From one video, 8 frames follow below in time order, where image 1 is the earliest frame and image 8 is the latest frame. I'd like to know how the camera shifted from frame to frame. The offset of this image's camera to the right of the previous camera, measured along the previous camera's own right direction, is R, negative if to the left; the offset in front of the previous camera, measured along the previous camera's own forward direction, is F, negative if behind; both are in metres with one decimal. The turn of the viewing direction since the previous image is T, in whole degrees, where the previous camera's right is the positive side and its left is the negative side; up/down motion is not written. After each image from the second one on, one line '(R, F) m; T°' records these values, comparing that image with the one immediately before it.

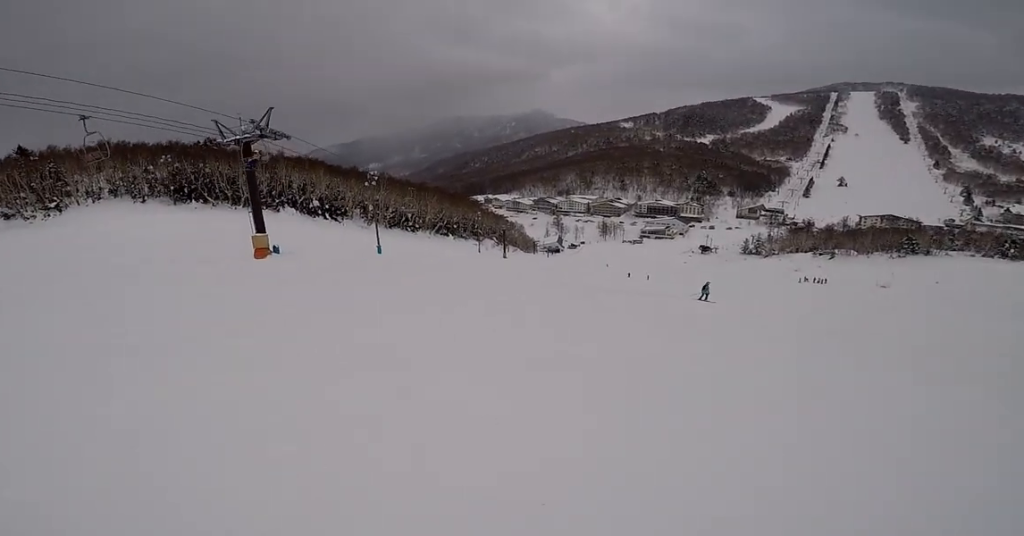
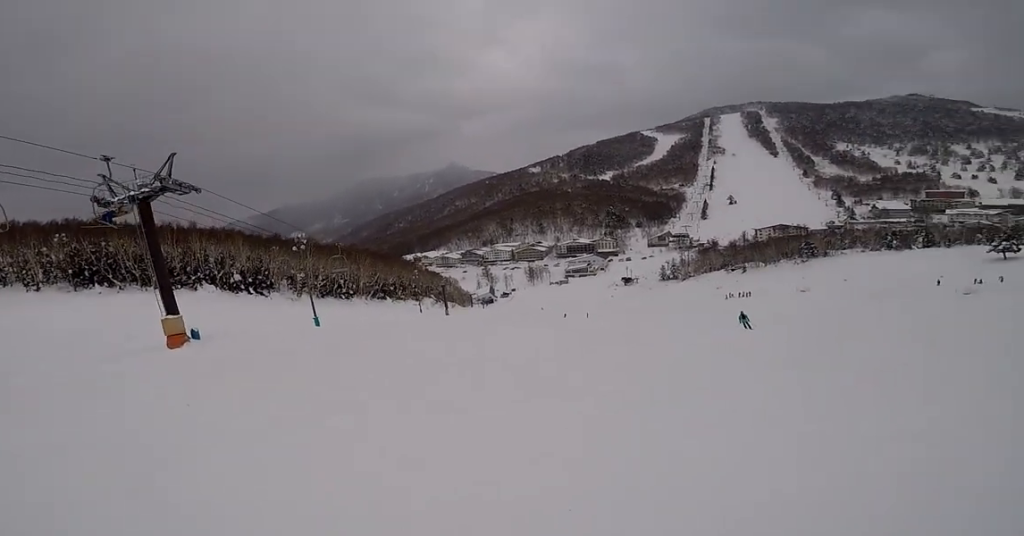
(+0.6, +4.2) m; +10°
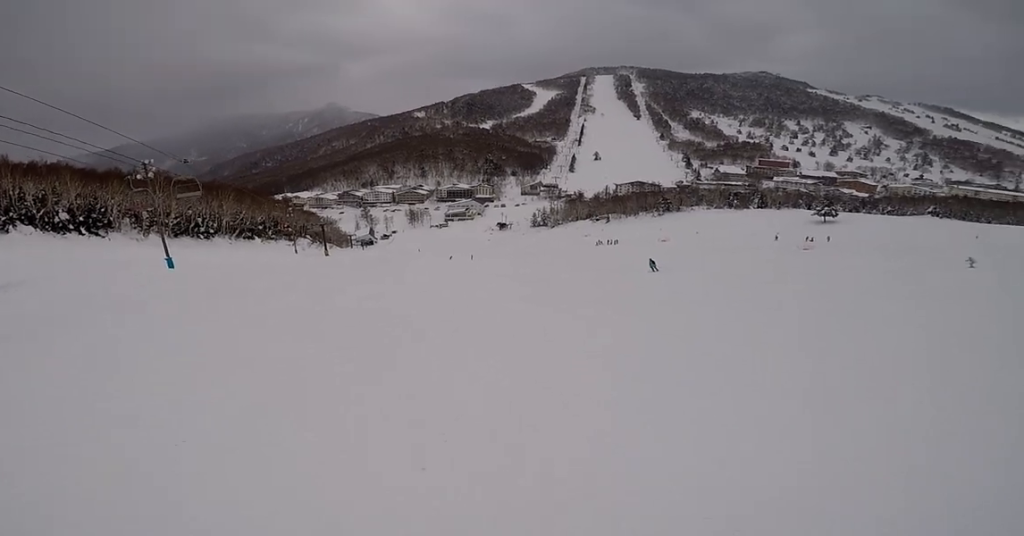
(+0.4, +4.3) m; +14°
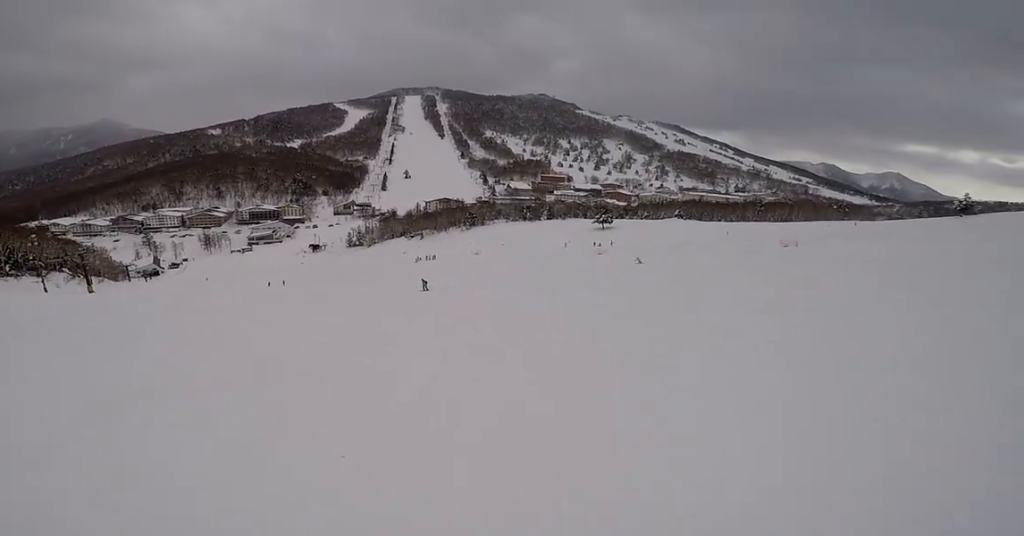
(+1.4, +6.5) m; +20°
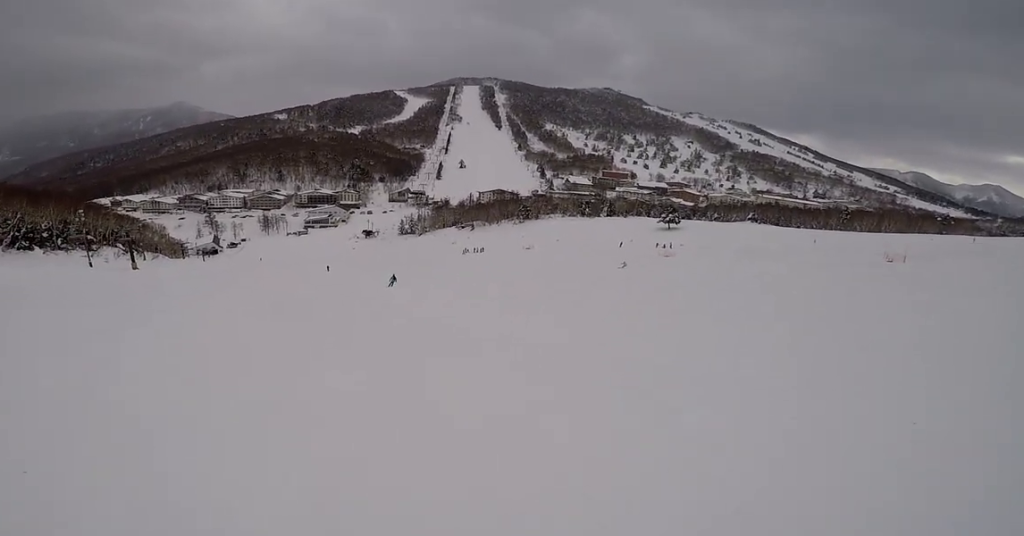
(+0.5, +6.3) m; +3°
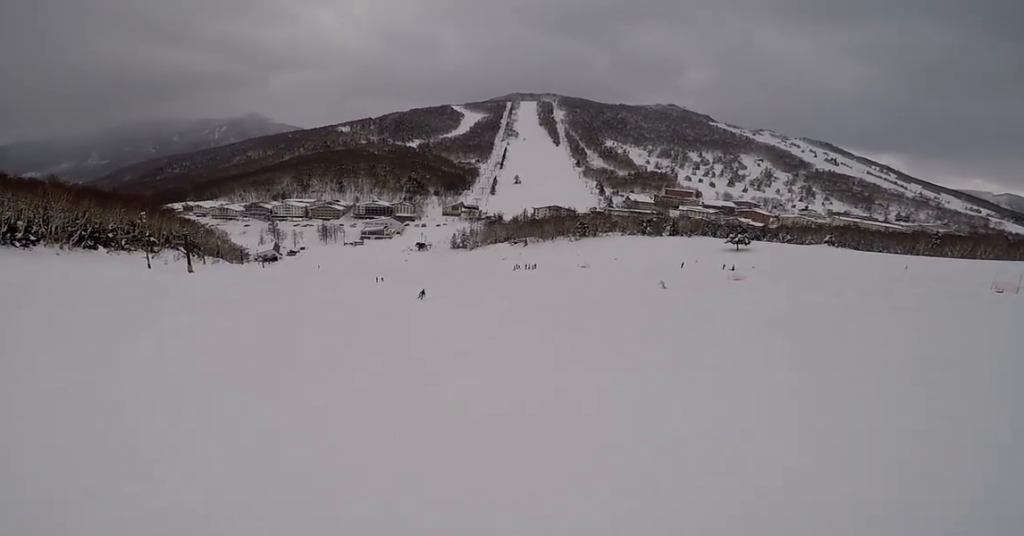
(0.0, +3.1) m; -6°
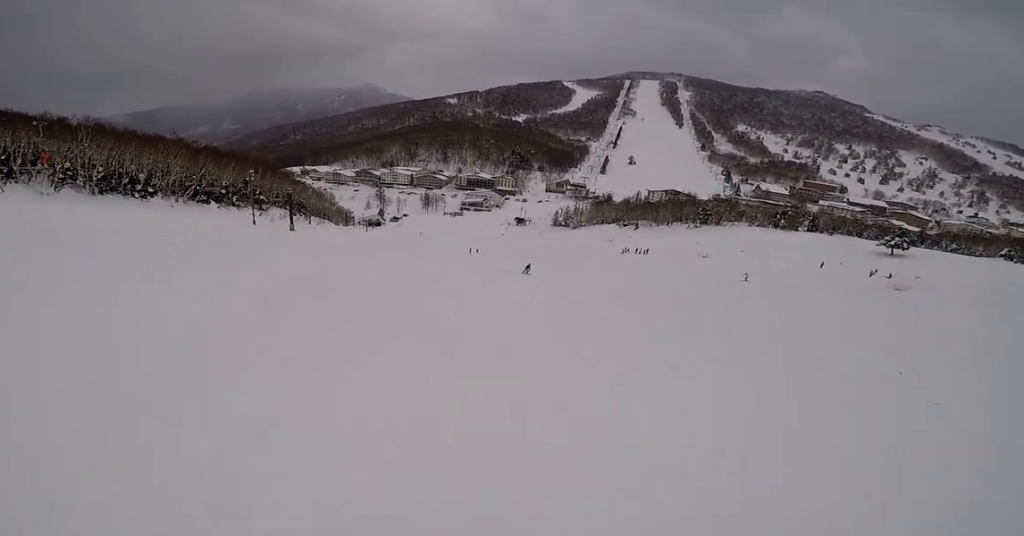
(-0.1, +5.0) m; -13°
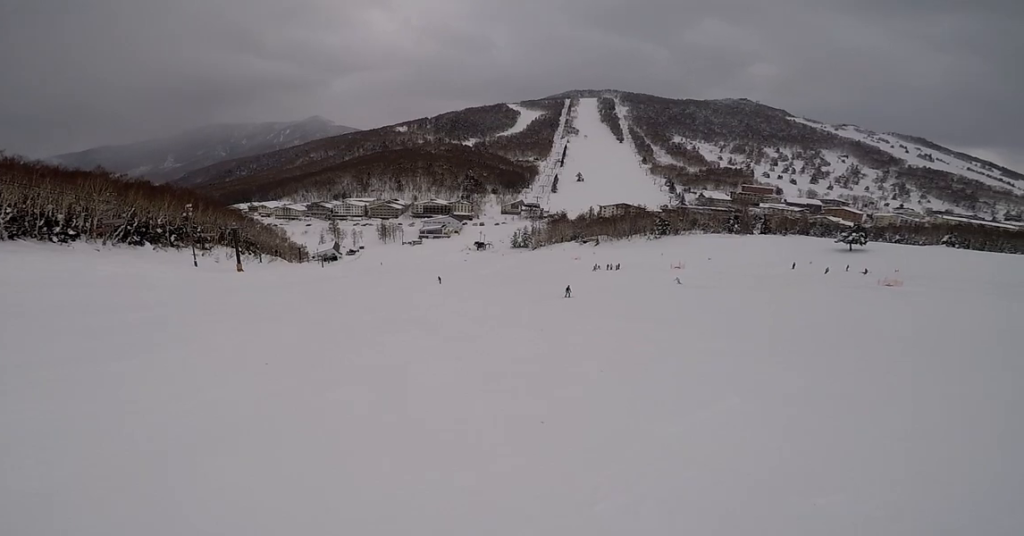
(-1.4, +7.7) m; -1°
